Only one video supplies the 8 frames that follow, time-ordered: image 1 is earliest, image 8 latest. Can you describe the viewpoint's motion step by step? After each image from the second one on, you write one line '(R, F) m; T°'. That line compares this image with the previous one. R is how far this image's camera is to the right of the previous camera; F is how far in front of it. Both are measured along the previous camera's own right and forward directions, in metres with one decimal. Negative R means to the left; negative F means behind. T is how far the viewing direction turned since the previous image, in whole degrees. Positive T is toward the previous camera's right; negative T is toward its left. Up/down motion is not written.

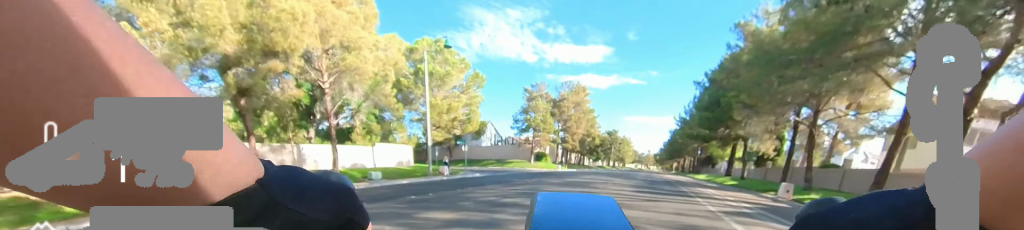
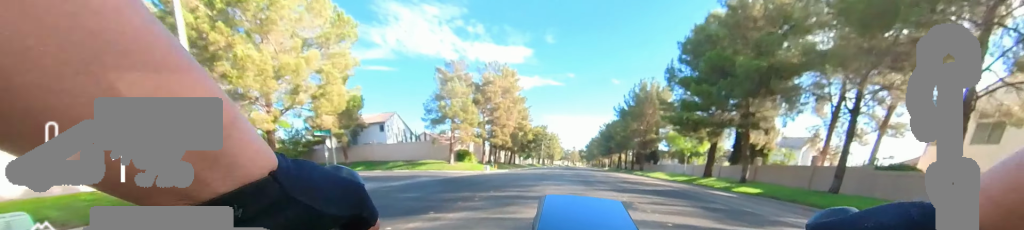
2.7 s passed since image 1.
(-1.4, +12.4) m; -14°
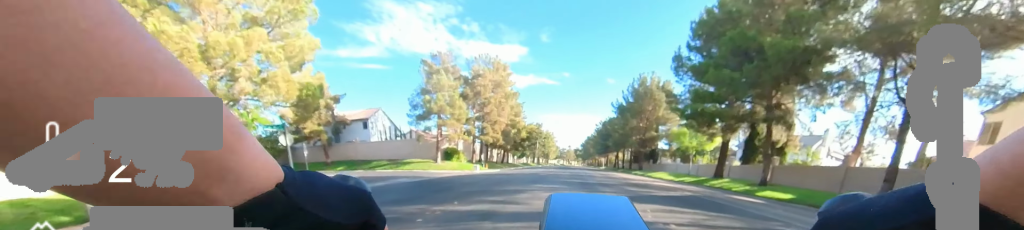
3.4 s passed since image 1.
(+0.1, +3.0) m; -5°
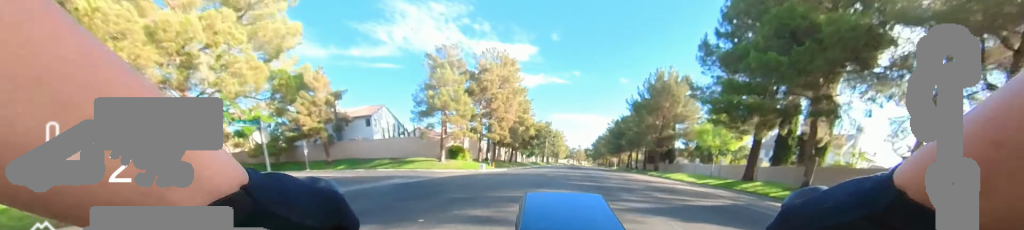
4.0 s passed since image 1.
(-0.5, +2.4) m; -4°
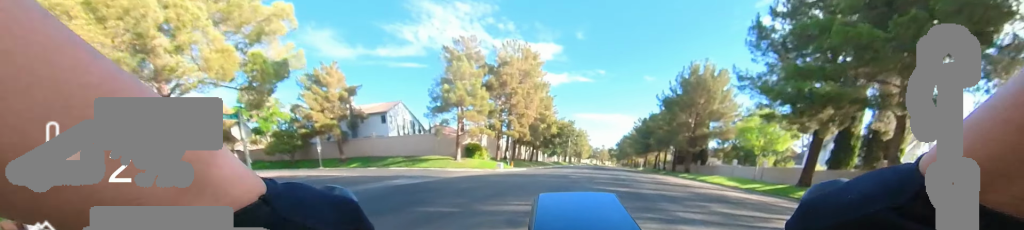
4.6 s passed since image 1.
(0.0, +2.8) m; -2°
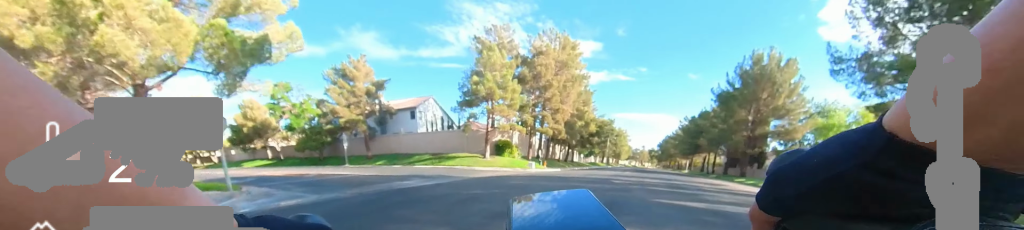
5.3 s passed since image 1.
(+0.3, +3.6) m; -1°
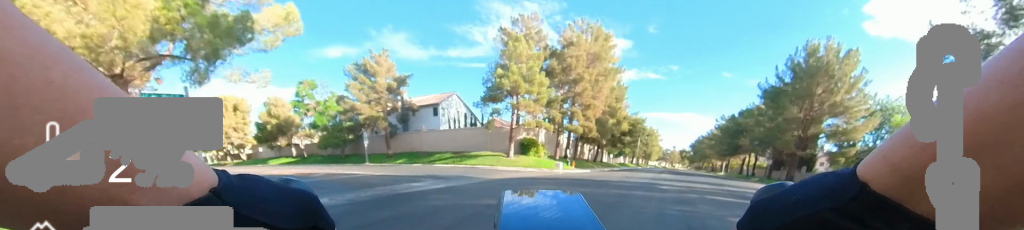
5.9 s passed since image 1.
(-0.2, +2.4) m; -5°
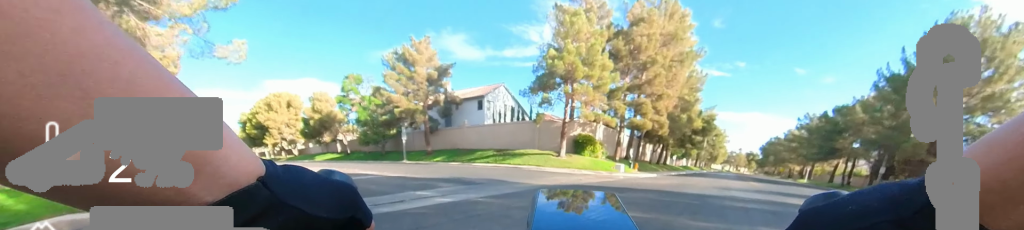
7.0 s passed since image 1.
(-0.3, +5.0) m; -5°
